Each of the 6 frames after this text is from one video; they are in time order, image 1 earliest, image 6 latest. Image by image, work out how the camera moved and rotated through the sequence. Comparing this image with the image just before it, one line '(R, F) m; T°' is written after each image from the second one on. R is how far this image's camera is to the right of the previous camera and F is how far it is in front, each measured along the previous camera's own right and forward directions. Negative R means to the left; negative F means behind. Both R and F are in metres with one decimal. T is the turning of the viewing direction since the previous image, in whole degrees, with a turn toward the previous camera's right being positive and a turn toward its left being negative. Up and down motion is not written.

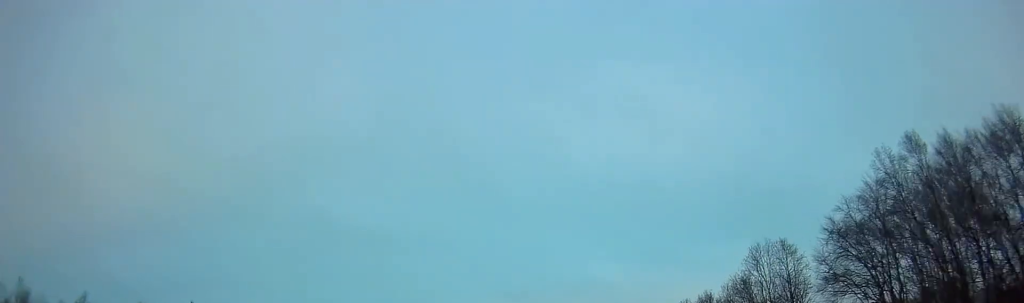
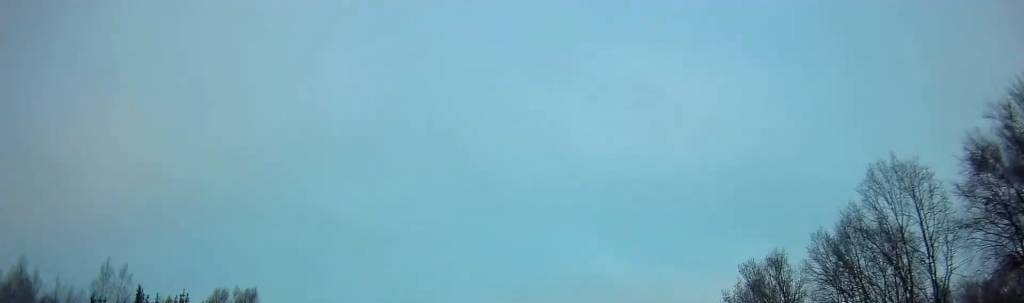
(0.0, +23.9) m; 0°
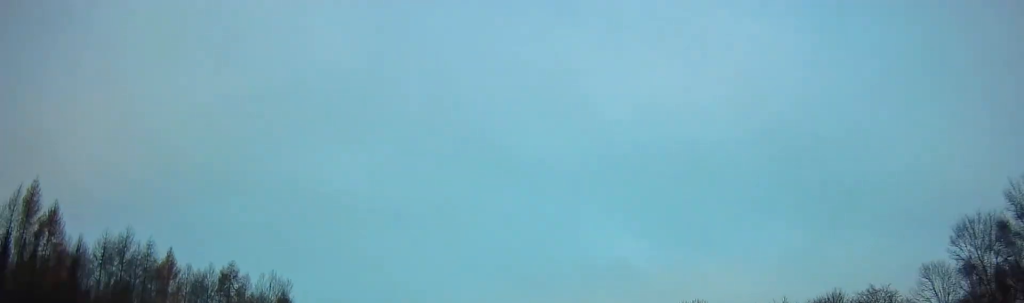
(-0.8, +108.9) m; -1°
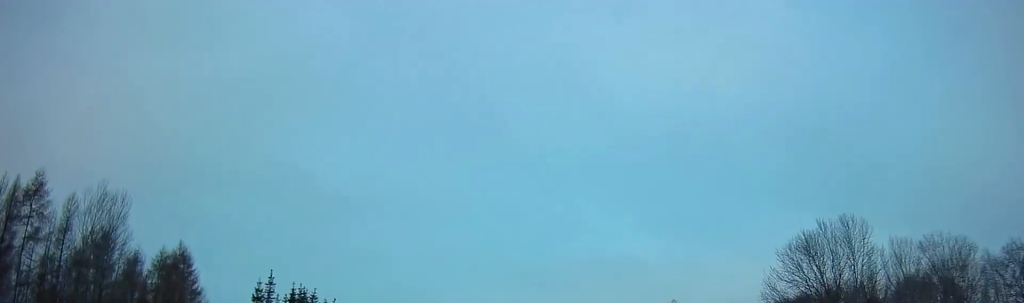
(0.0, +43.0) m; 0°
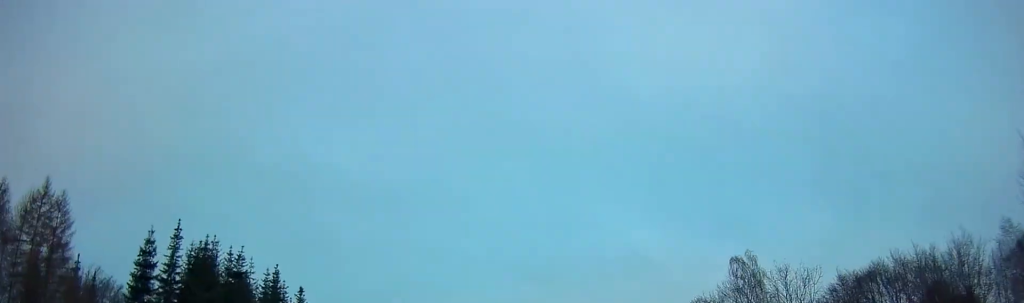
(-0.1, +31.2) m; -1°
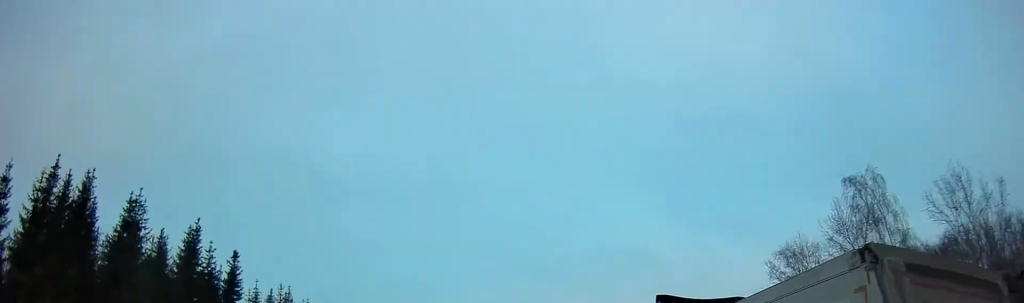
(-0.2, +25.4) m; -1°
